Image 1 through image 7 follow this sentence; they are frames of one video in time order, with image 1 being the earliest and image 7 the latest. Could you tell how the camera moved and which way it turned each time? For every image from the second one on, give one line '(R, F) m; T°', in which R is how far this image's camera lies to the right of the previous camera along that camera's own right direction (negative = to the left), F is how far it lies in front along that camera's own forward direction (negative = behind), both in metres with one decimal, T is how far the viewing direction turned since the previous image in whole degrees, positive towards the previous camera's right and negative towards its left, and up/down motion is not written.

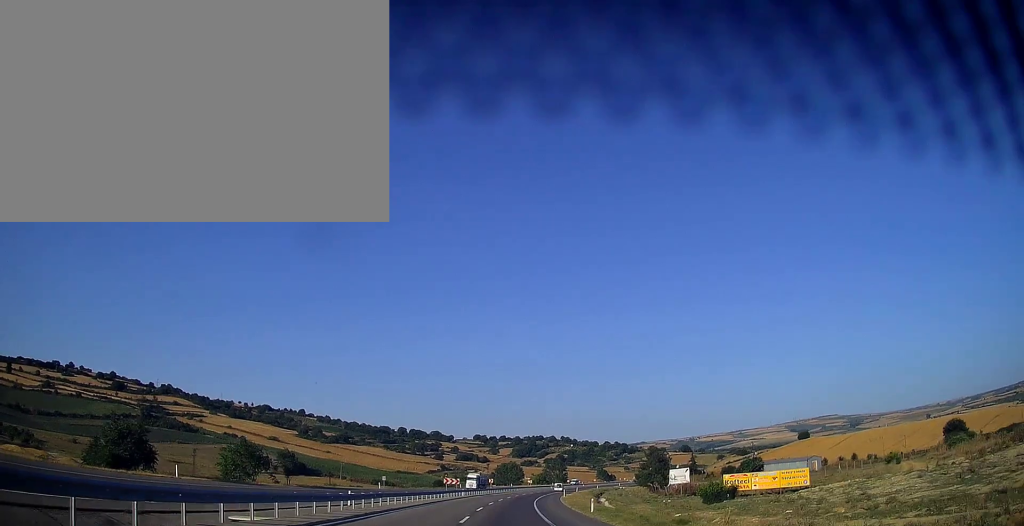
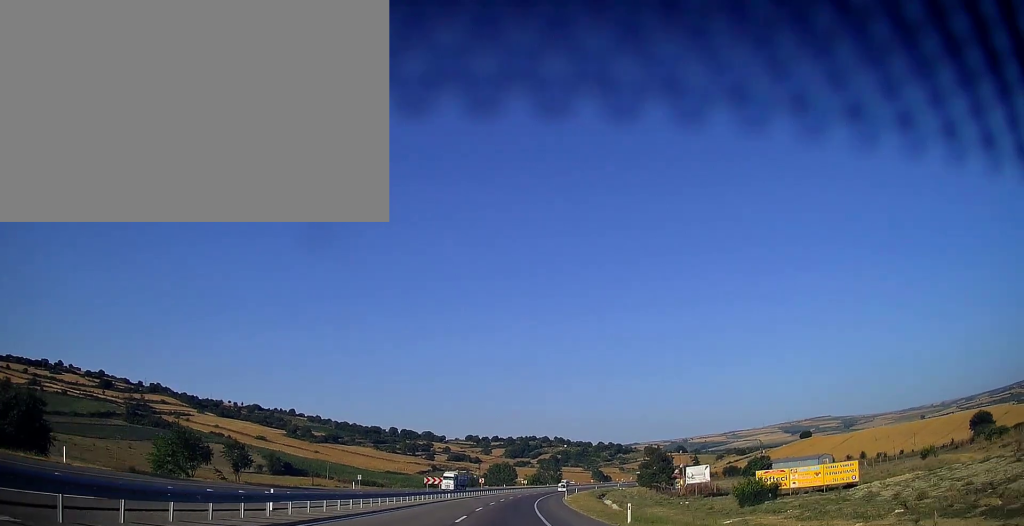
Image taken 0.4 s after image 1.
(0.0, +12.0) m; +1°
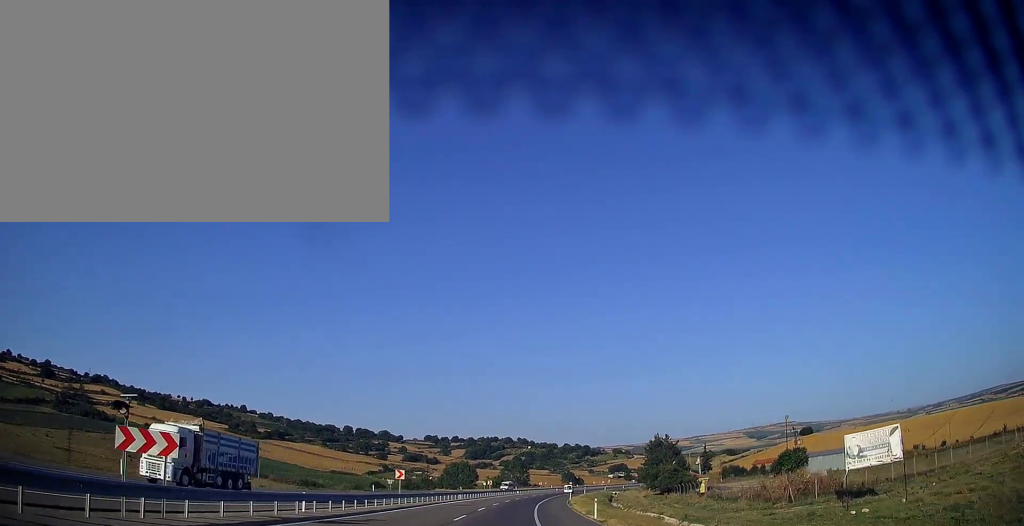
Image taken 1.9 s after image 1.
(+1.2, +45.9) m; +3°
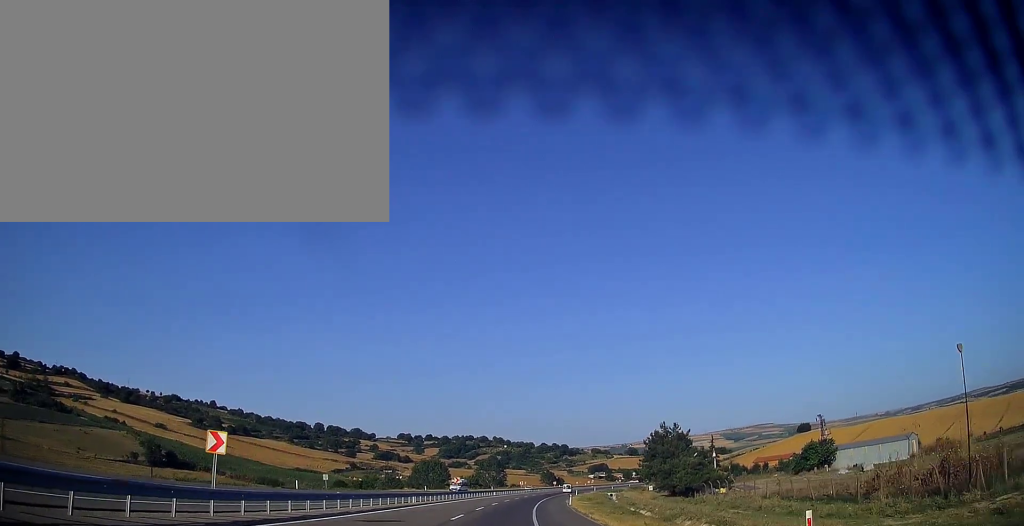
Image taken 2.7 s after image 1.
(+0.4, +24.0) m; +2°
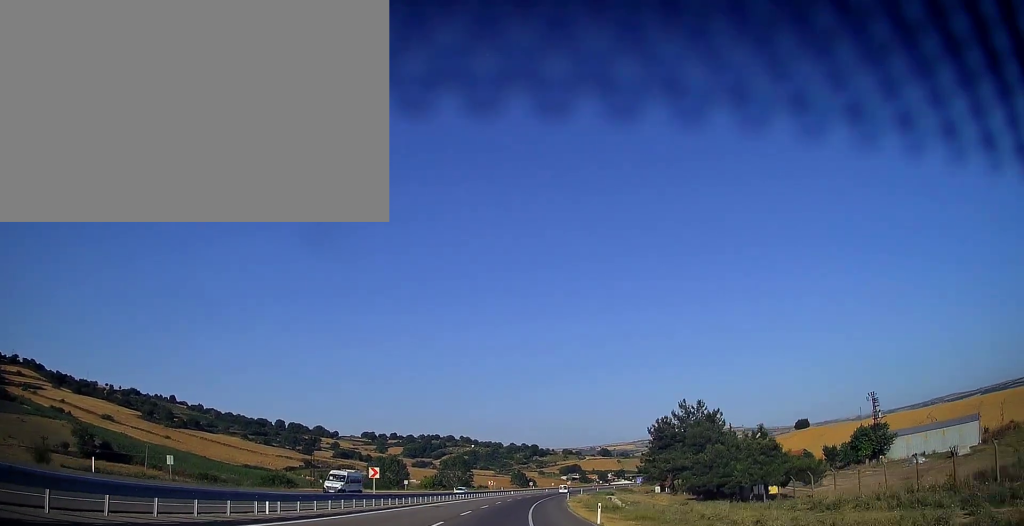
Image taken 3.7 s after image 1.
(+0.7, +30.1) m; +3°
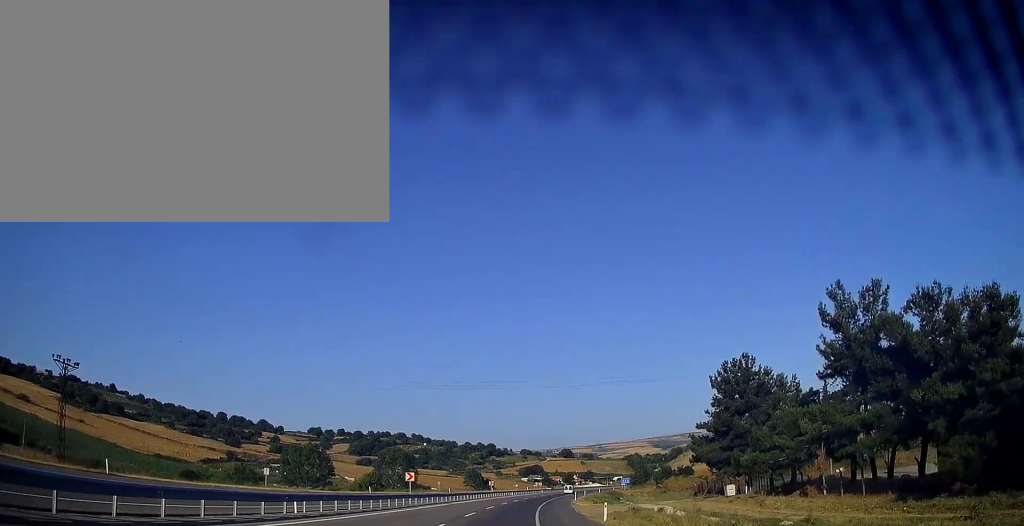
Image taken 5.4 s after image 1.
(+1.9, +49.1) m; +4°
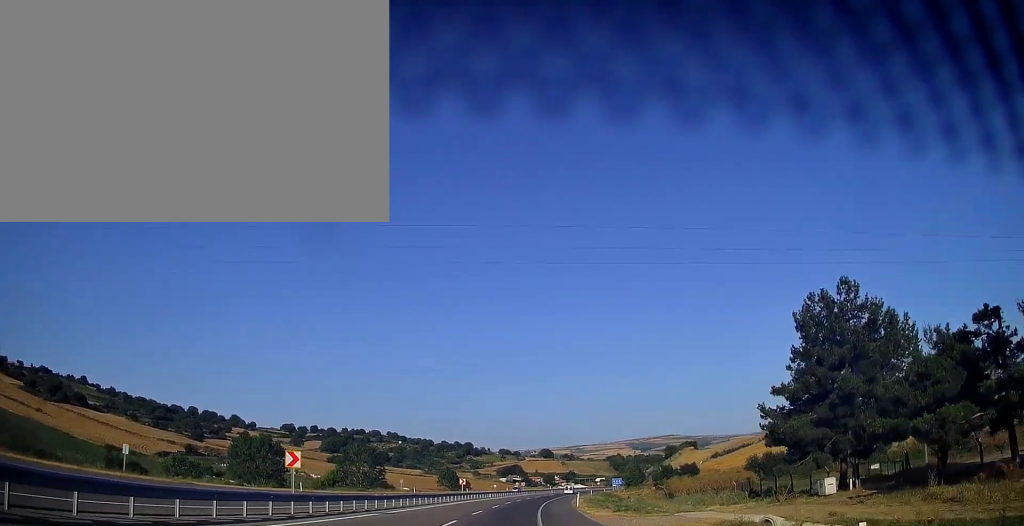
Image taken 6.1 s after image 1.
(+0.4, +21.1) m; +2°
